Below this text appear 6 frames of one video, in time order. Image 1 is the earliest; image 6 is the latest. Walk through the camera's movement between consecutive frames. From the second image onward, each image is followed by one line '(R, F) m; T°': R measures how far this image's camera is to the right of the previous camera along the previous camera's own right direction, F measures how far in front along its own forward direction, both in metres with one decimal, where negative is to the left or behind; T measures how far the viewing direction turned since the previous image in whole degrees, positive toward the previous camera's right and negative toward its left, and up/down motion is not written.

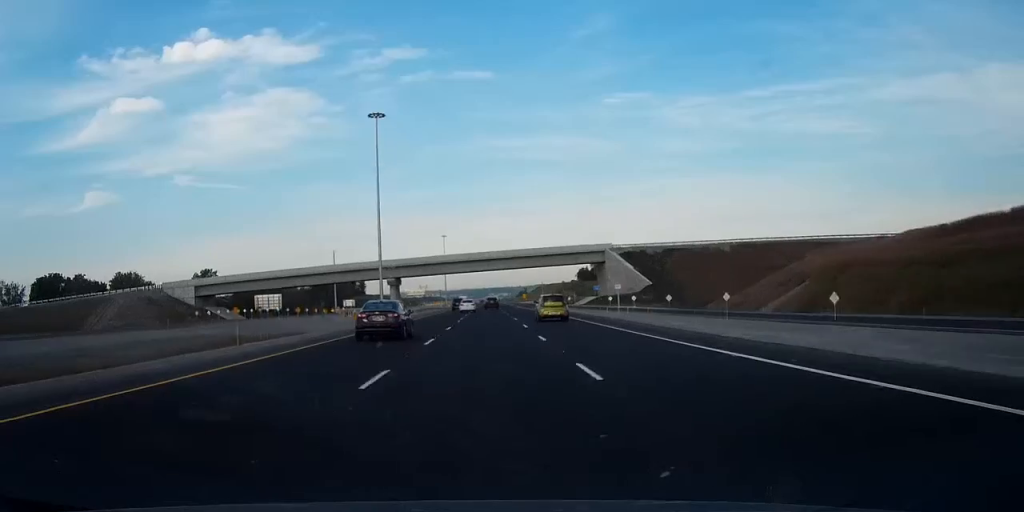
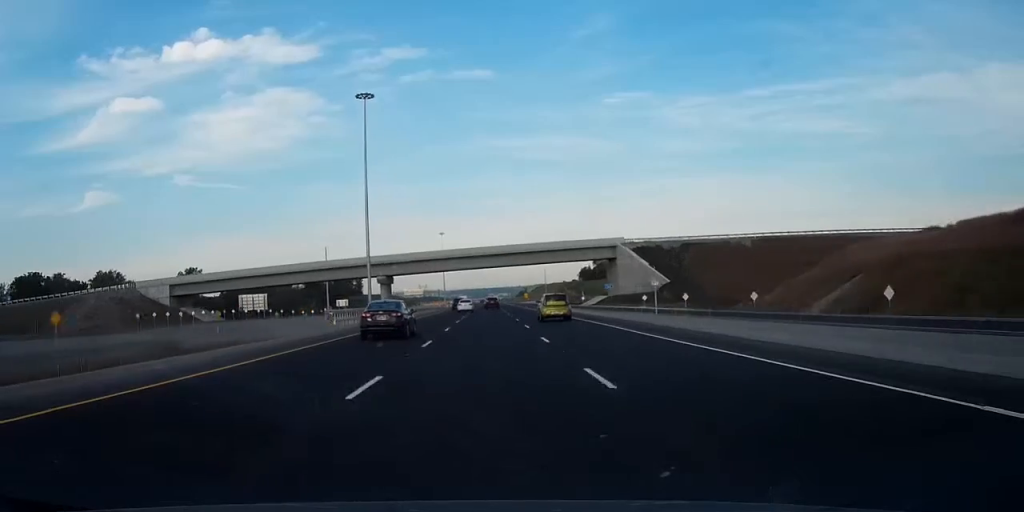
(0.0, +13.0) m; 0°
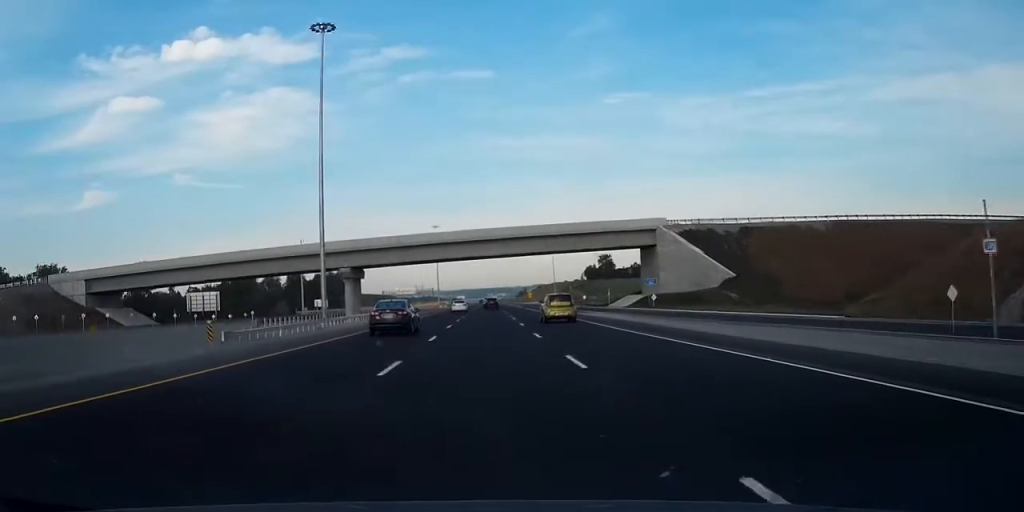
(0.0, +32.5) m; 0°
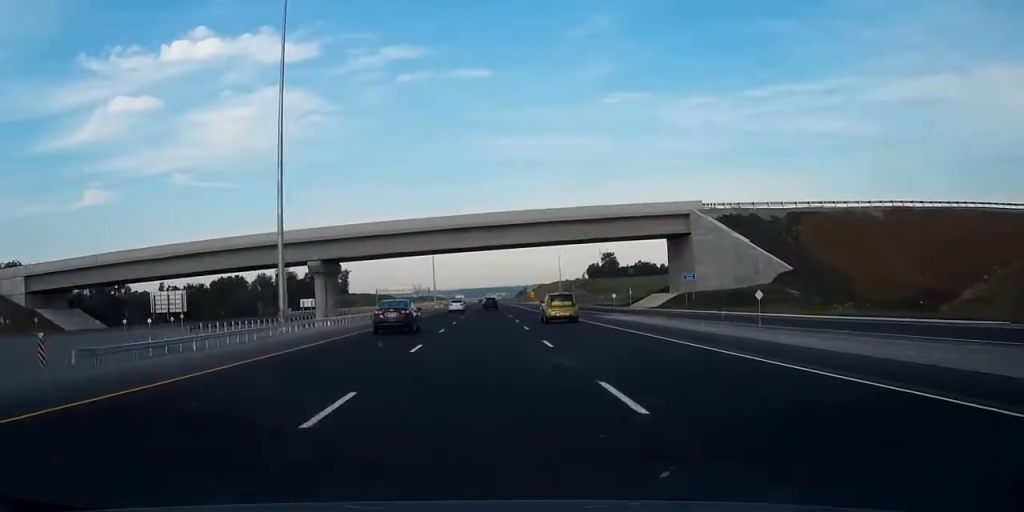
(0.0, +17.3) m; 0°
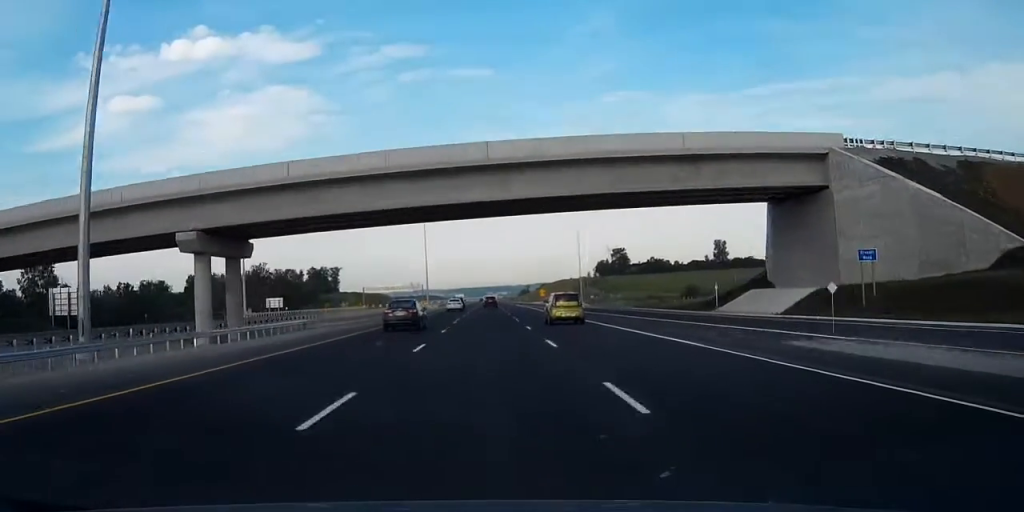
(0.0, +35.7) m; 0°
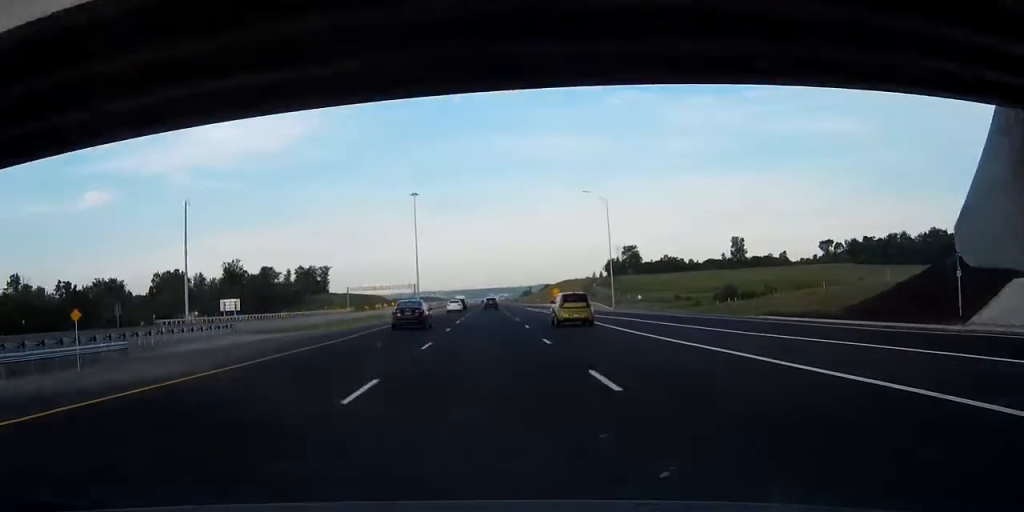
(0.0, +33.5) m; 0°
